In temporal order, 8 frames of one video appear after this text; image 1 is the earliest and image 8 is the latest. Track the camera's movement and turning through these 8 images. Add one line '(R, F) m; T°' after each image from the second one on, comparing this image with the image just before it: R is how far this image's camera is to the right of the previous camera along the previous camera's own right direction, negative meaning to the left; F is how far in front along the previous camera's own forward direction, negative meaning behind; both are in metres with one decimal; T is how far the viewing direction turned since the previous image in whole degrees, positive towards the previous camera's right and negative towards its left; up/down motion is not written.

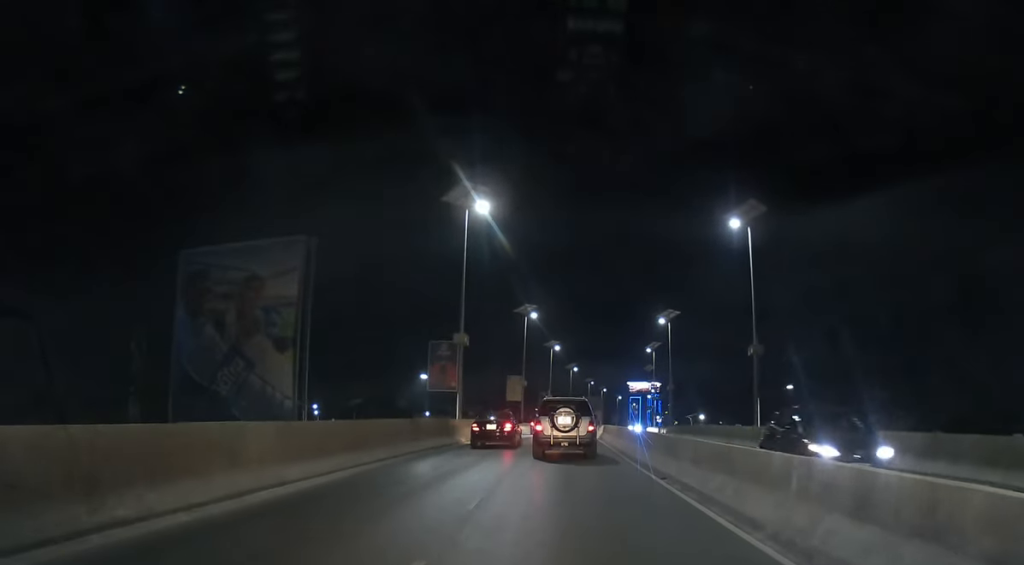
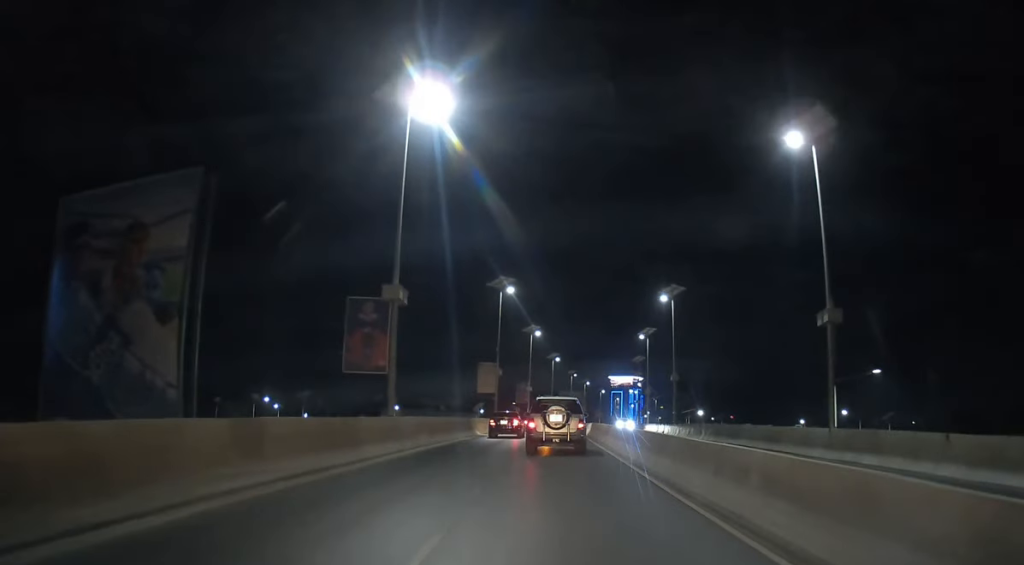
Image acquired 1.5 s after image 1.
(+0.1, +12.4) m; +1°
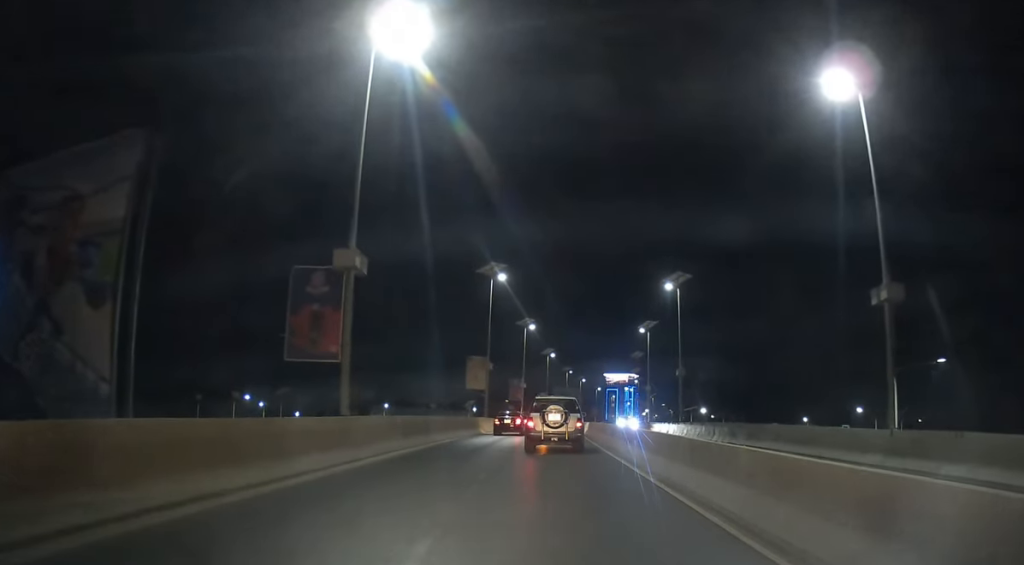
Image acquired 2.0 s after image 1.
(0.0, +5.1) m; 0°
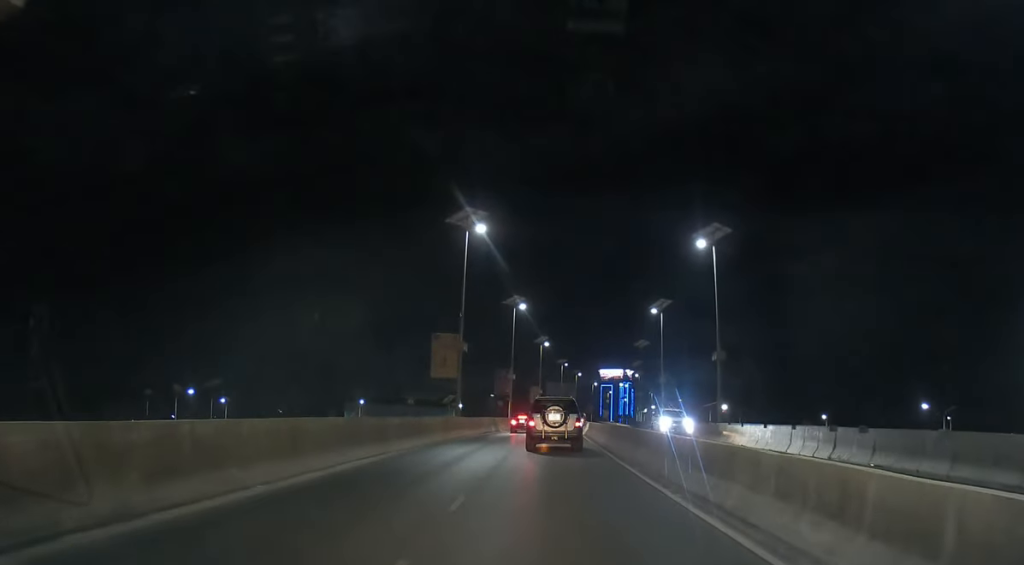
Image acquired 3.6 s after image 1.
(+0.1, +14.4) m; 0°
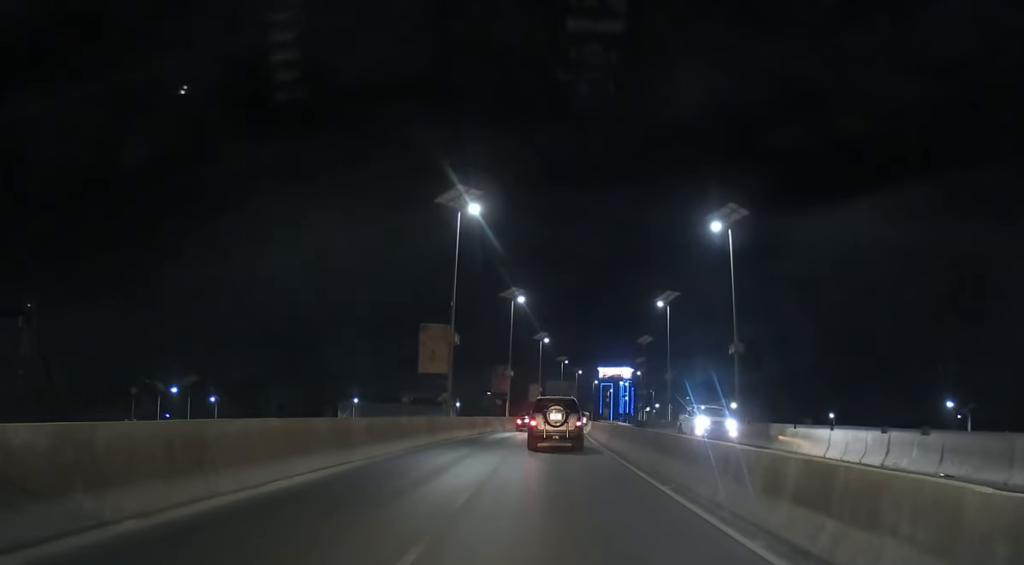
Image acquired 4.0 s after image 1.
(0.0, +4.0) m; 0°
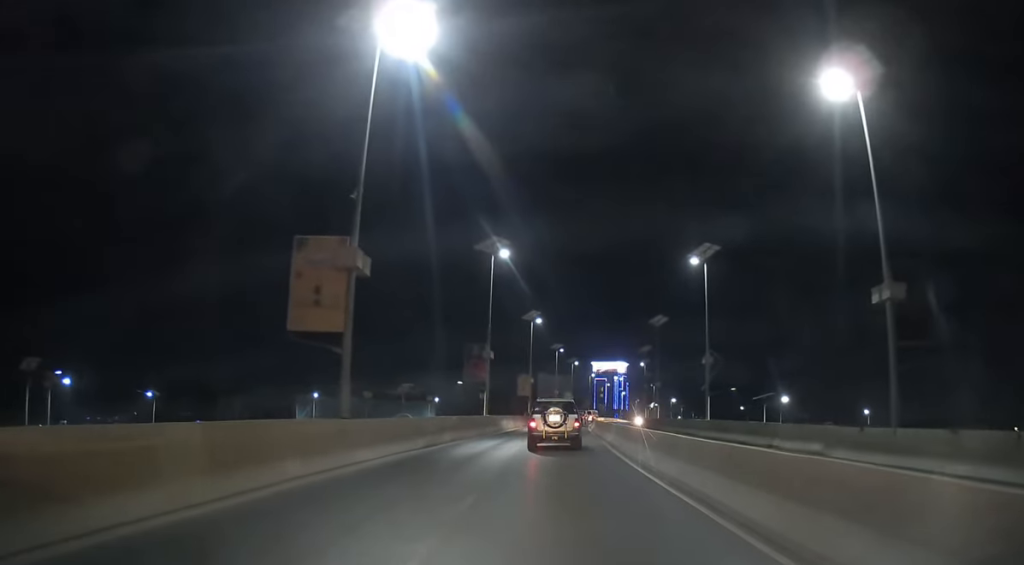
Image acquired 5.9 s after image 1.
(0.0, +18.9) m; +1°
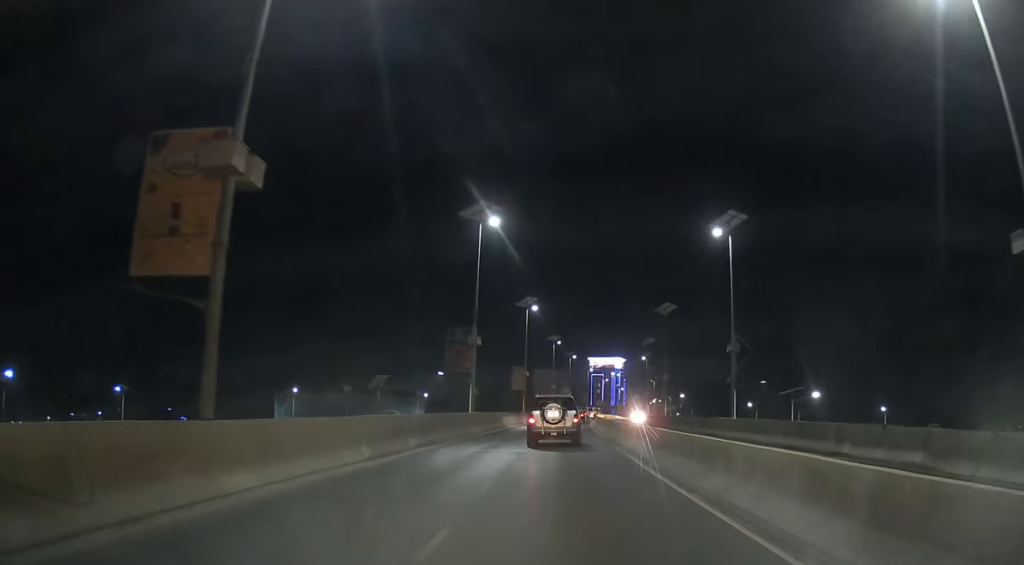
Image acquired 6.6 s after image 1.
(+0.1, +7.7) m; +1°
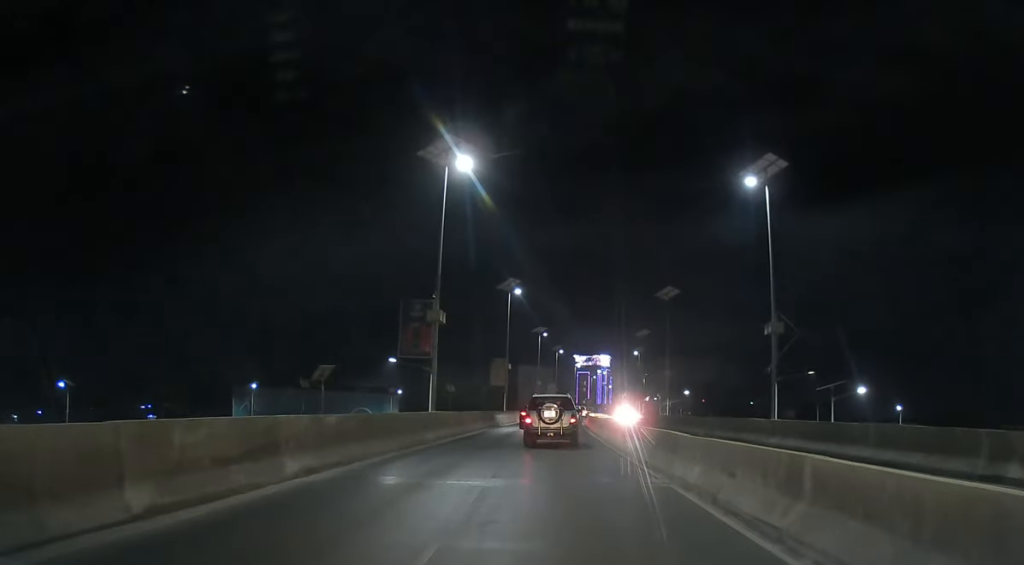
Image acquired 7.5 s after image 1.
(+0.1, +9.9) m; +1°
